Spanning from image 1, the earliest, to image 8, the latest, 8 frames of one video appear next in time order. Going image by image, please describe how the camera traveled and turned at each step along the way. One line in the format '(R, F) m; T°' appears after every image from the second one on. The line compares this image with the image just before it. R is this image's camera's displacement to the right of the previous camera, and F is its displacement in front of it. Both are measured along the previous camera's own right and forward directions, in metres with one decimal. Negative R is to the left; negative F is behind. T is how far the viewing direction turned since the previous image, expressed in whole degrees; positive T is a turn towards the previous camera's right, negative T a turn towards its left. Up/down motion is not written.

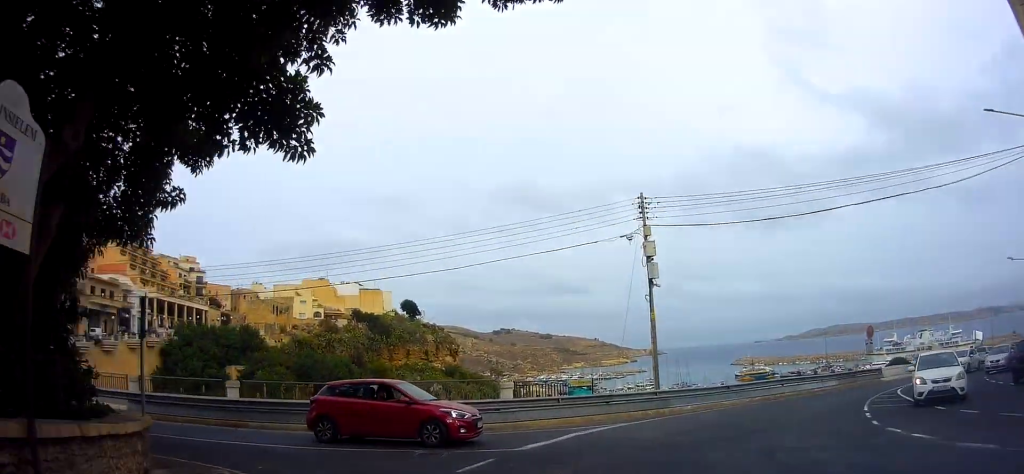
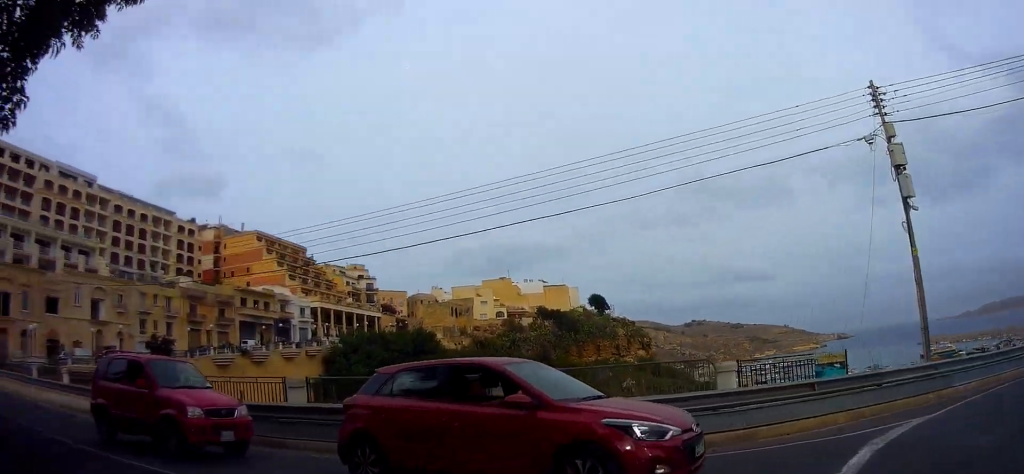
(-1.1, +10.8) m; -23°
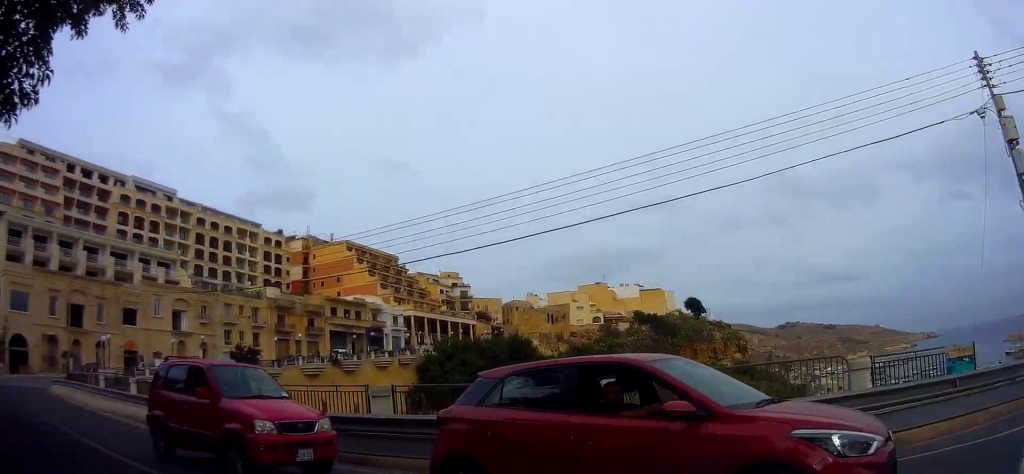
(-0.1, +1.9) m; -8°
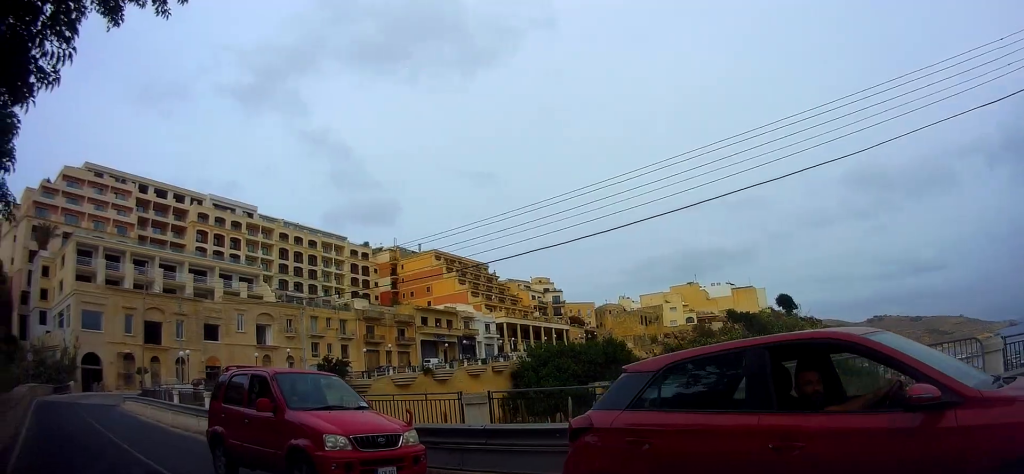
(-0.2, +1.3) m; -7°
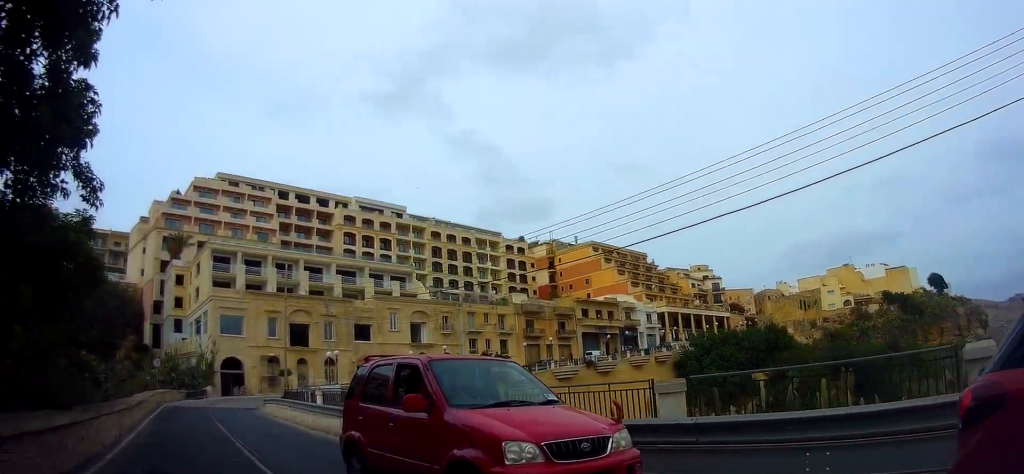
(-0.2, +2.0) m; -13°
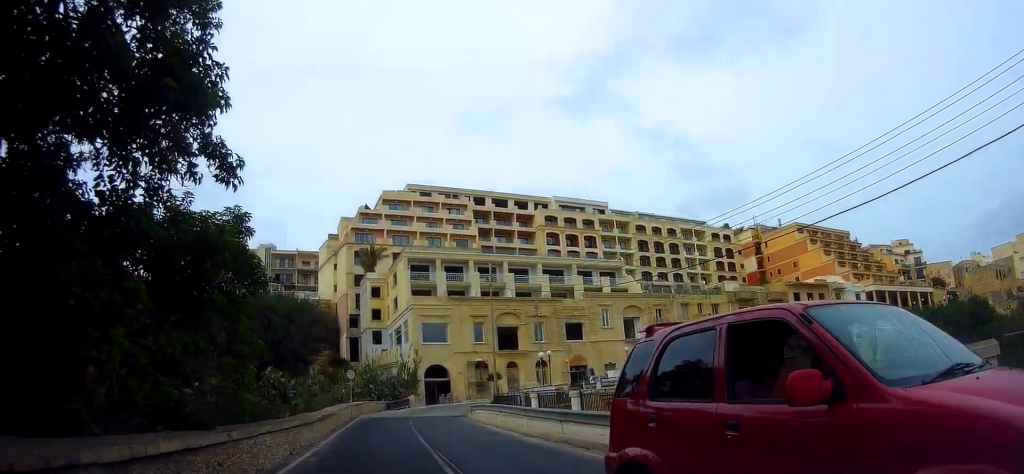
(-0.3, +2.1) m; -22°
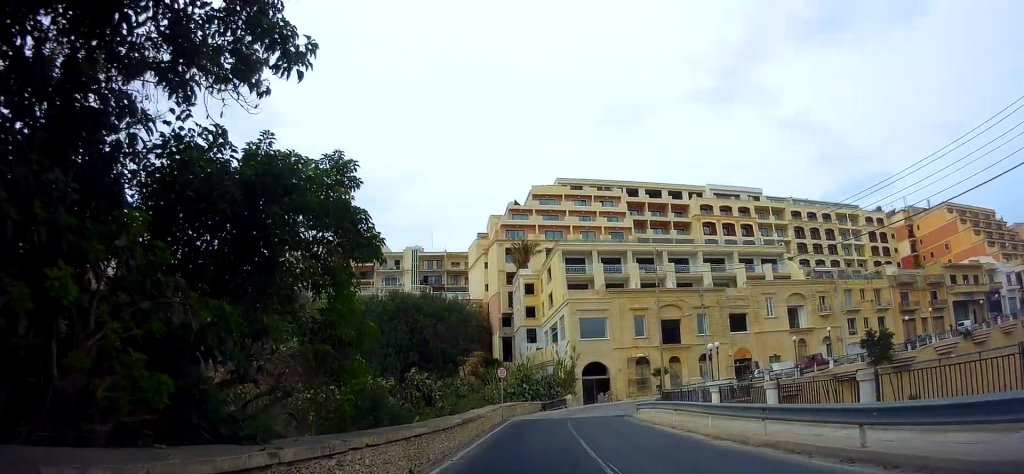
(-0.6, +2.3) m; -20°
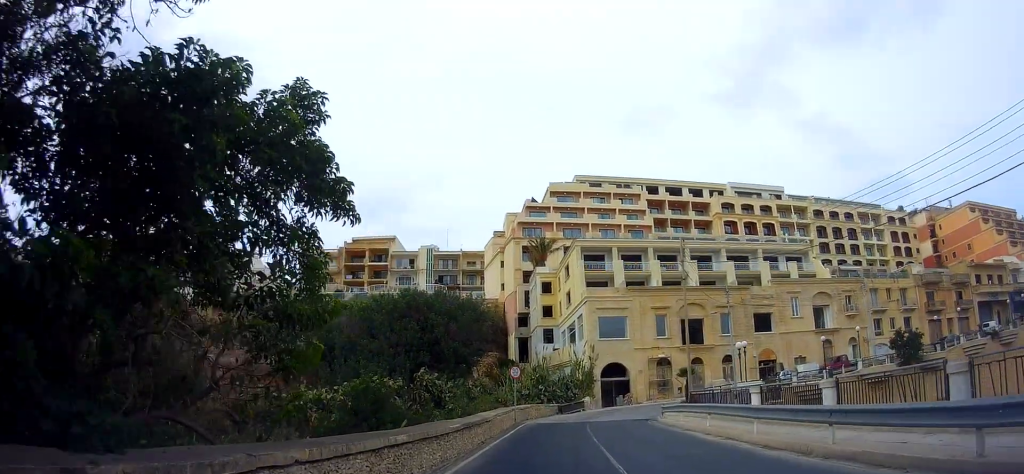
(0.0, +1.5) m; -6°
